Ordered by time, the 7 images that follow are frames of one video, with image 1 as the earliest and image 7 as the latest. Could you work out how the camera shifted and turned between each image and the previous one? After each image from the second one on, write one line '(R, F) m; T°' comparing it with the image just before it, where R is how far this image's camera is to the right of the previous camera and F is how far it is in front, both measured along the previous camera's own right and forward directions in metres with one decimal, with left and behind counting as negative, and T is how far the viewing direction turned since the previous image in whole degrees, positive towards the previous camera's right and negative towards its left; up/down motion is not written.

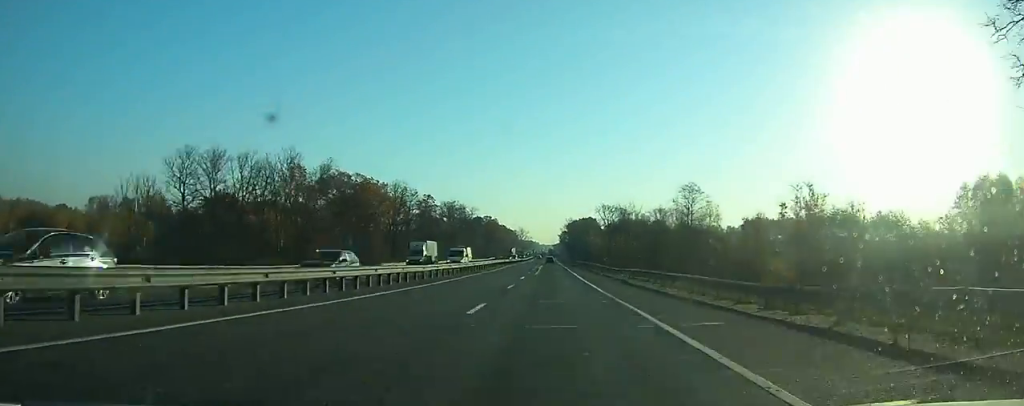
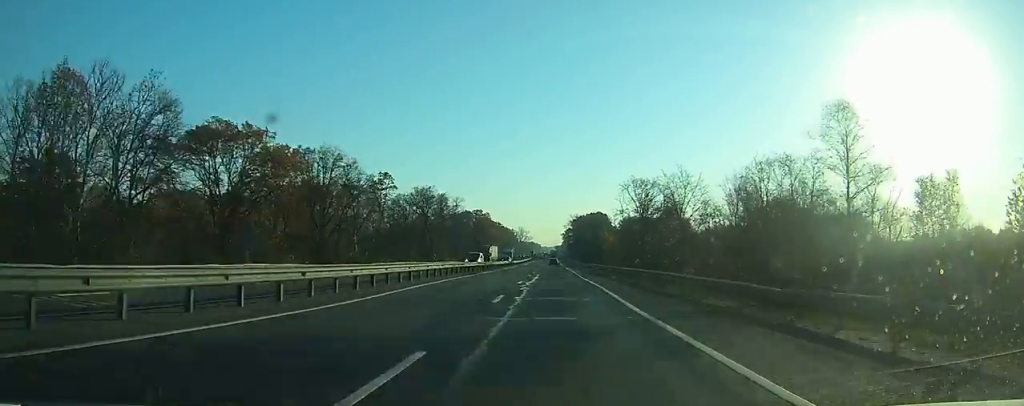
(-0.1, +43.6) m; 0°
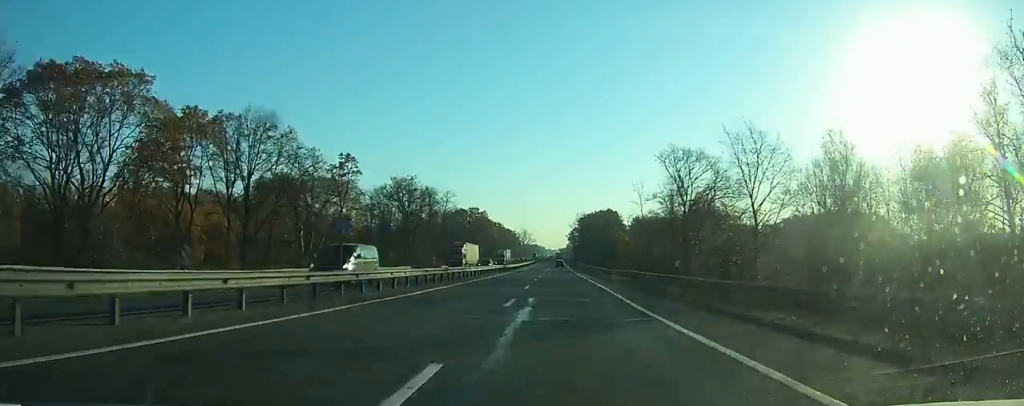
(-0.1, +24.3) m; 0°
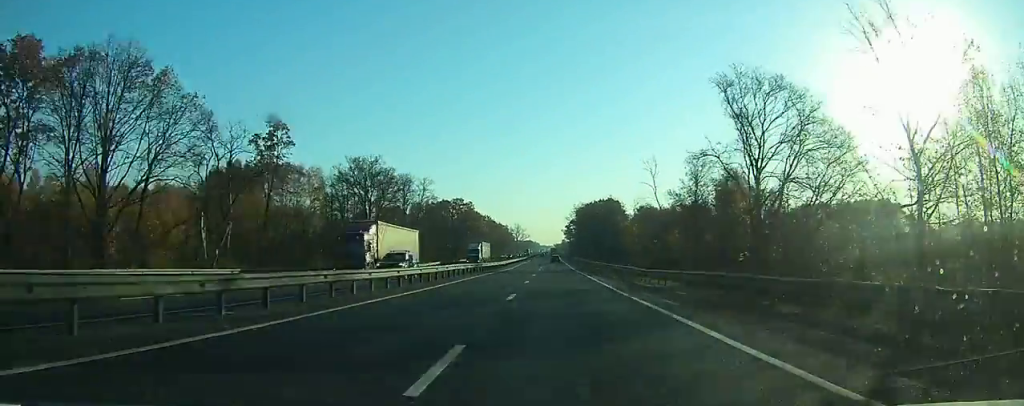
(0.0, +22.7) m; 0°
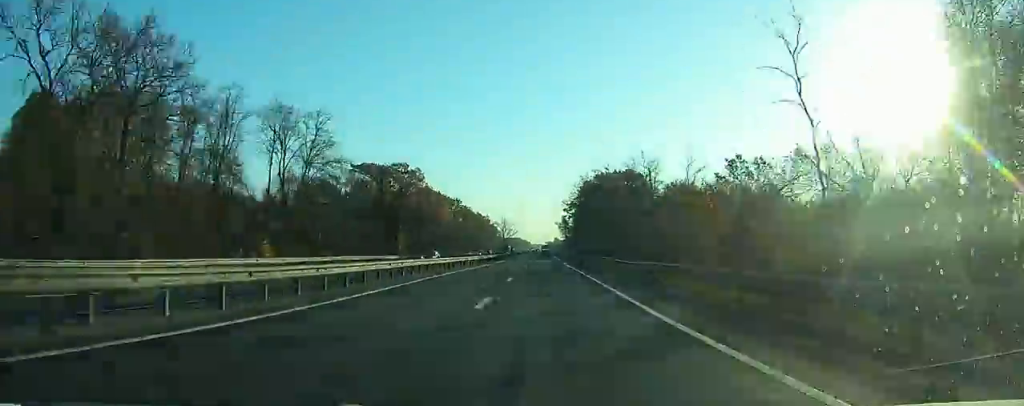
(+0.2, +63.1) m; 0°
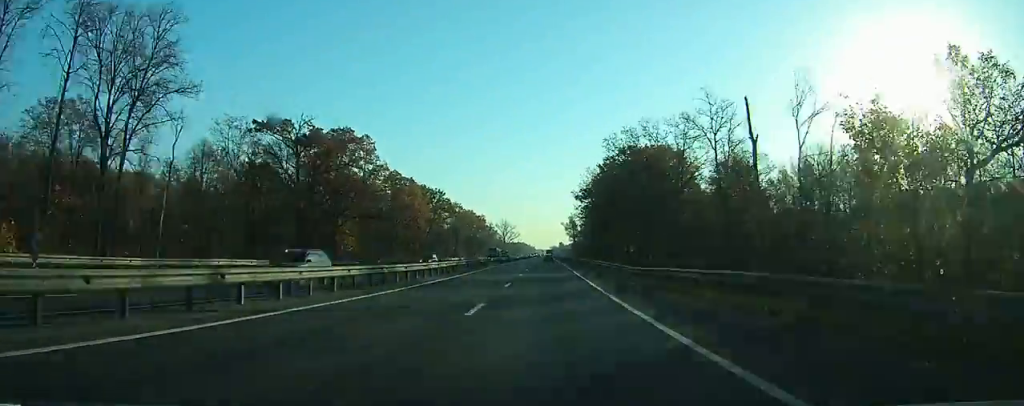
(+0.1, +37.1) m; 0°
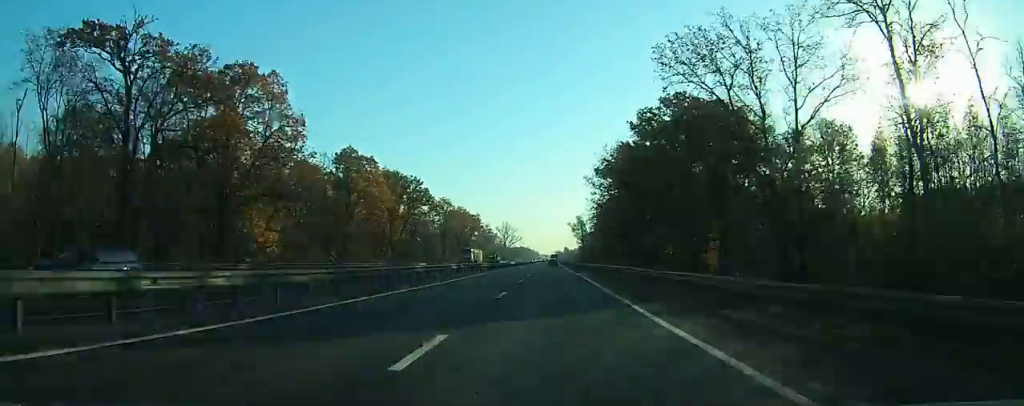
(+0.1, +30.5) m; 0°
